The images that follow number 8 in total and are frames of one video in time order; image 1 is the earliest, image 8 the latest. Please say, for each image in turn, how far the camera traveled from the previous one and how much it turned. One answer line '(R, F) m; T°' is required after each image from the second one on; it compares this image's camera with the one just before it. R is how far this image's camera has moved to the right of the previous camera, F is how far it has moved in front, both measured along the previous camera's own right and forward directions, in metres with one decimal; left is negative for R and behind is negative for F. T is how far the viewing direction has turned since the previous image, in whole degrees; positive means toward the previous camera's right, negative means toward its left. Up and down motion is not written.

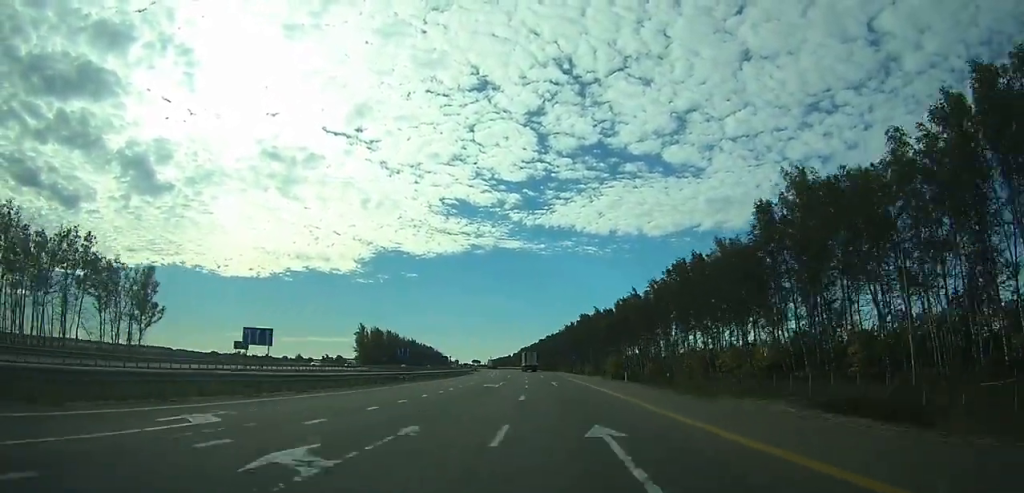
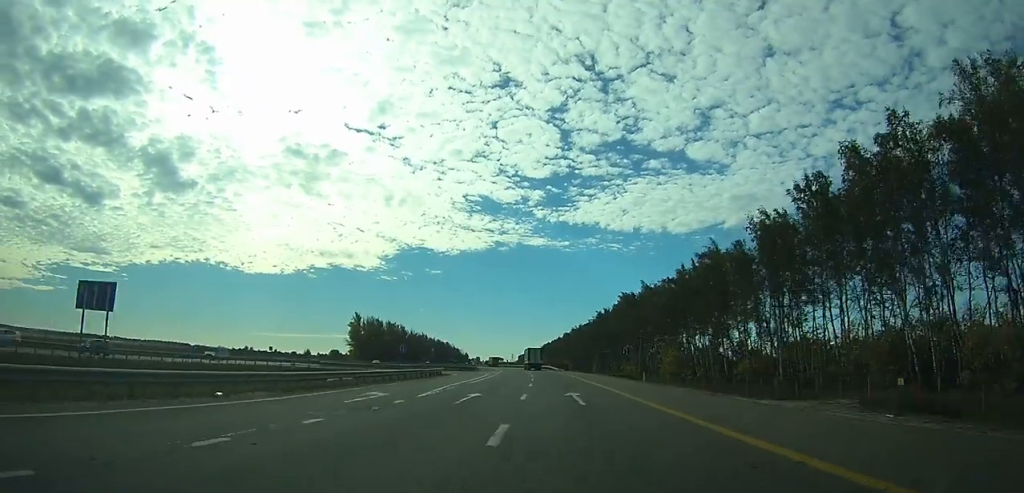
(-0.7, +48.5) m; -2°
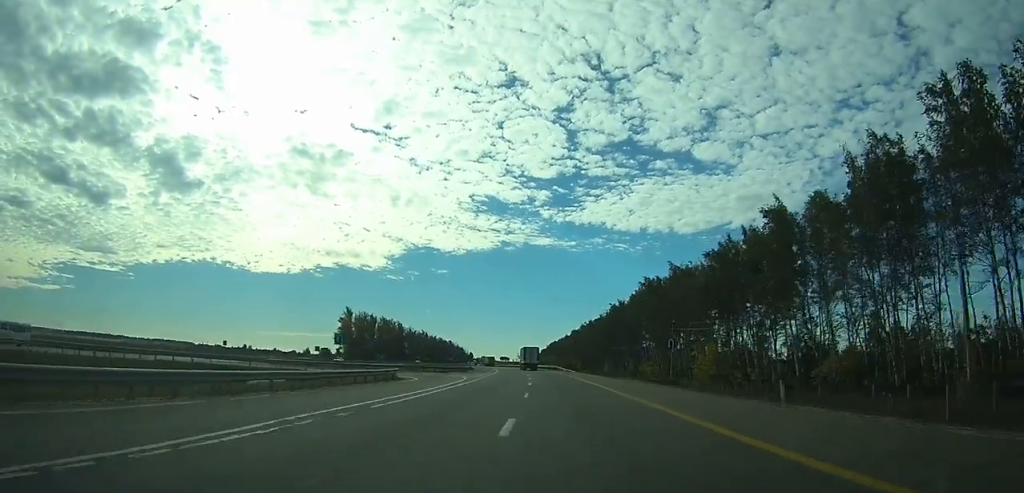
(-0.3, +22.2) m; -1°
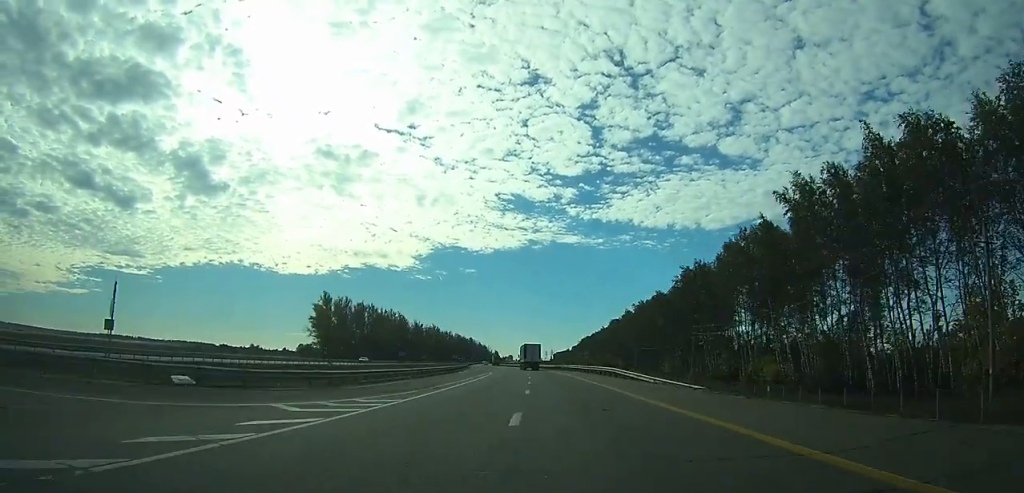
(-1.1, +57.3) m; -3°
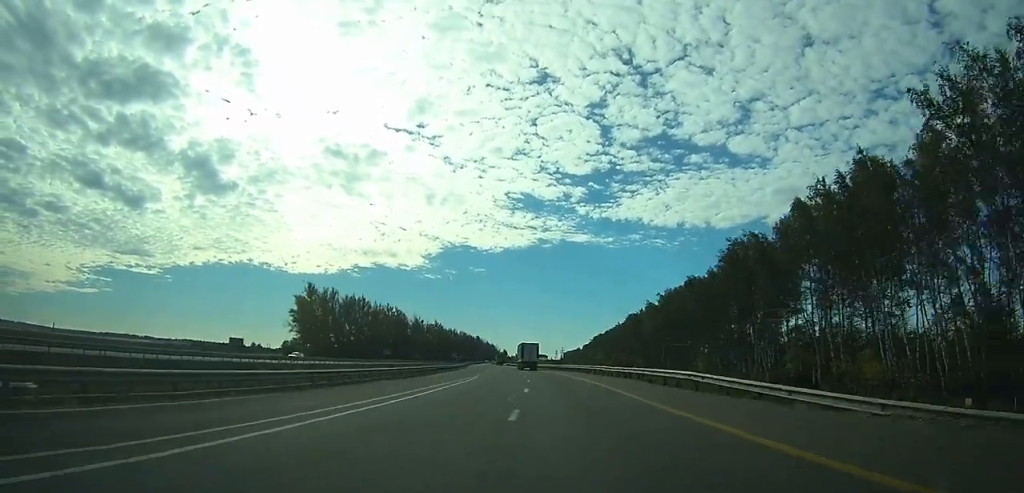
(-0.1, +21.5) m; -1°
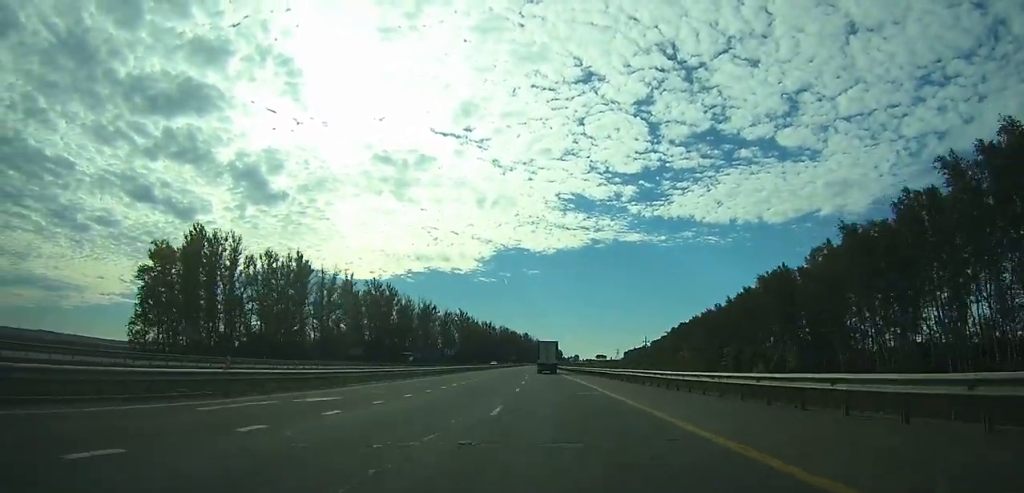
(-3.5, +82.0) m; -4°
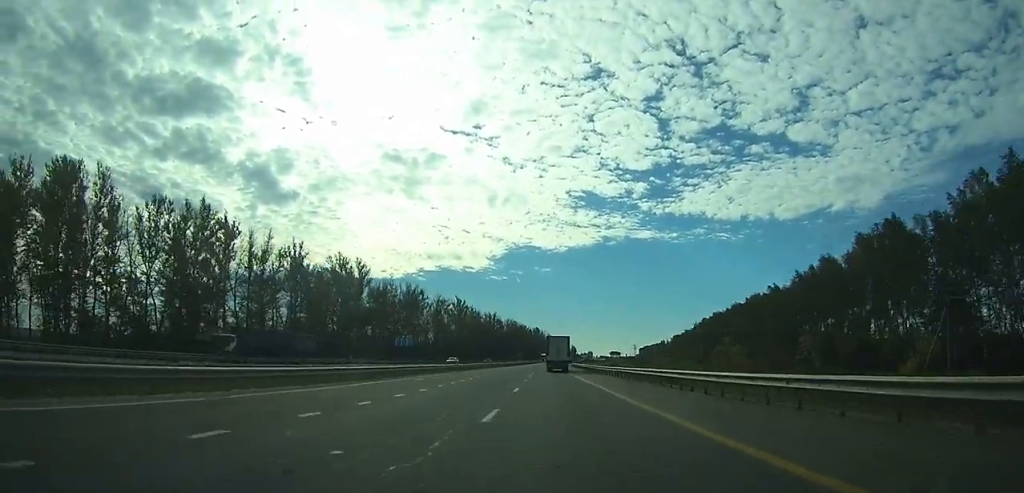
(-0.4, +36.3) m; -1°
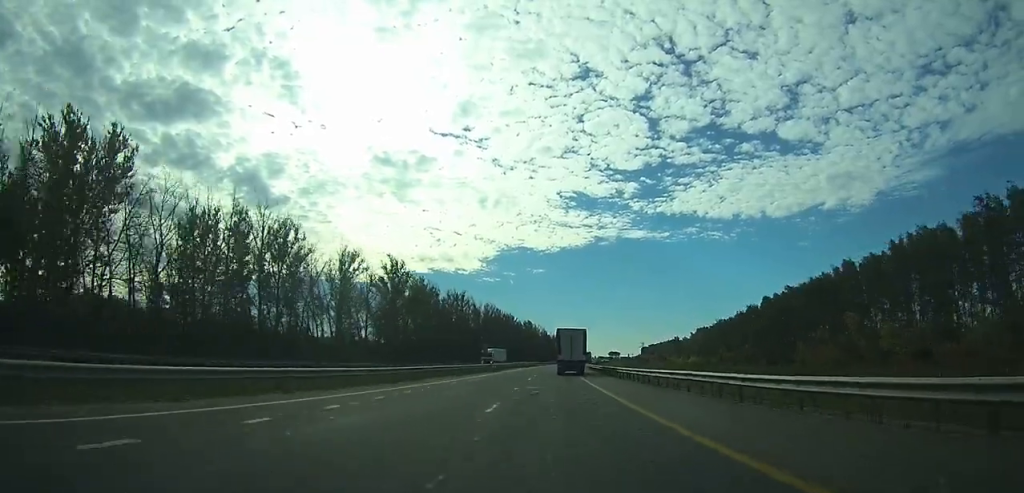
(-1.5, +85.2) m; -1°
